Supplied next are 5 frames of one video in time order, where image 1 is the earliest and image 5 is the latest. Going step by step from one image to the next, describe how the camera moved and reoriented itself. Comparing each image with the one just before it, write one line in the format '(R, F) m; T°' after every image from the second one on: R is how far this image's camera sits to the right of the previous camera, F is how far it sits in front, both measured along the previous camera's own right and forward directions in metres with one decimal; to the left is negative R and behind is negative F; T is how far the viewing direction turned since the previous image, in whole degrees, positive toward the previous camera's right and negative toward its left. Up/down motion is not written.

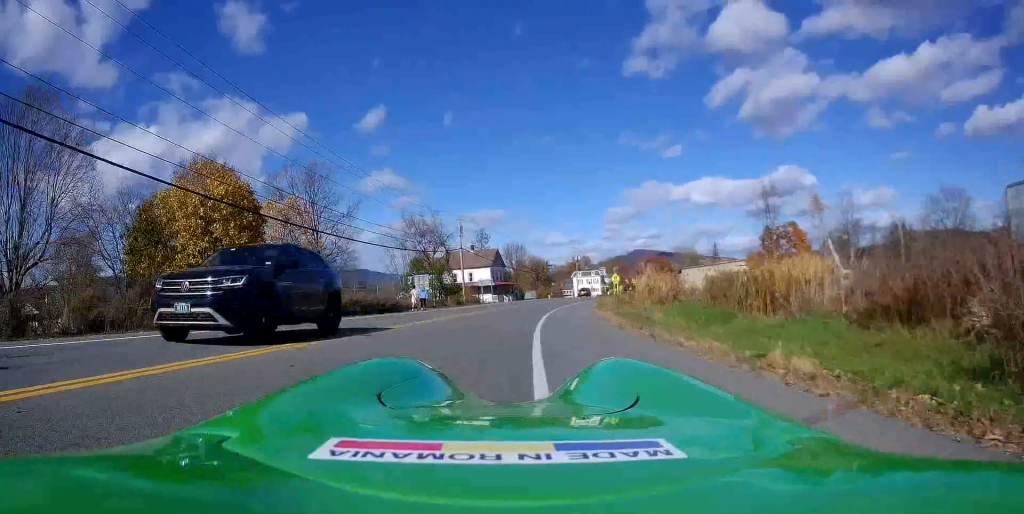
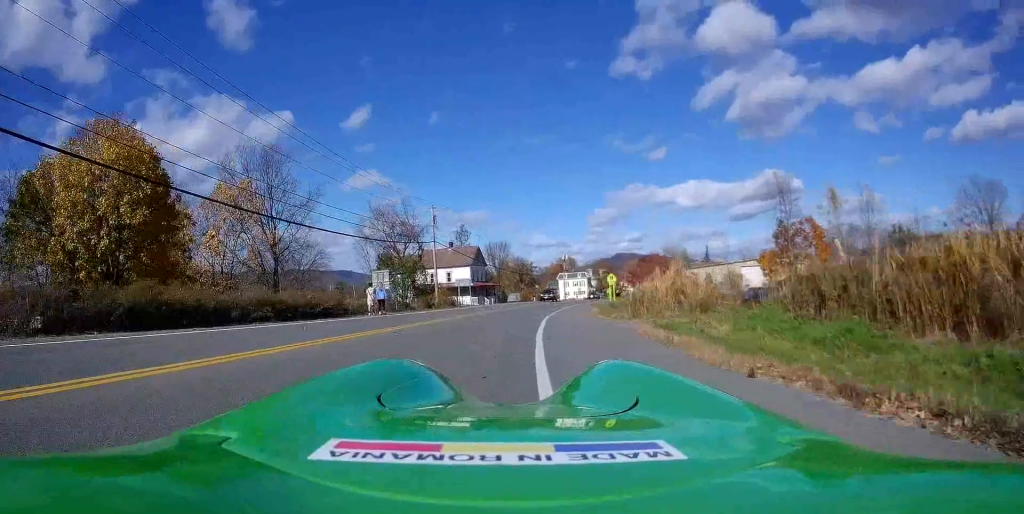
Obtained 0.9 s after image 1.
(-0.3, +8.8) m; 0°
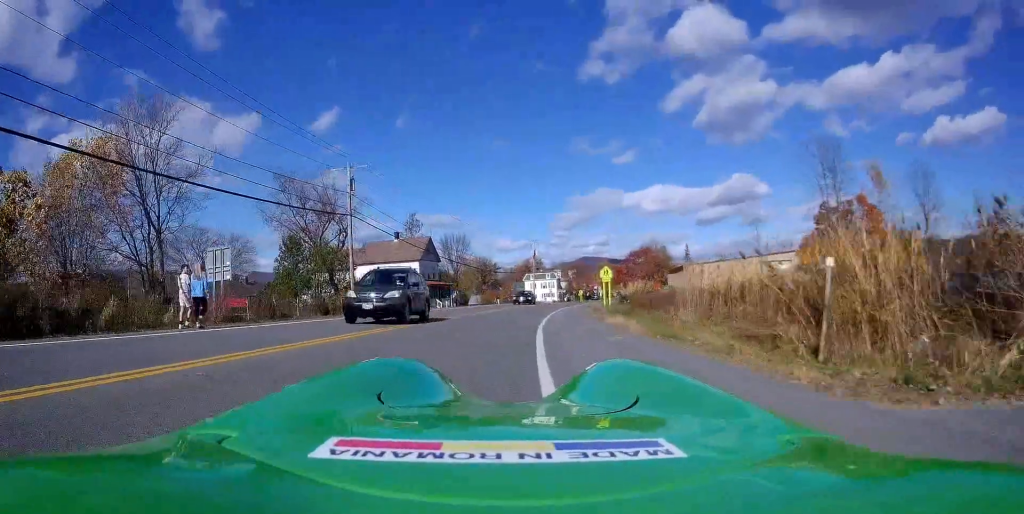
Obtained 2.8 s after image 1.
(+1.1, +17.8) m; +6°
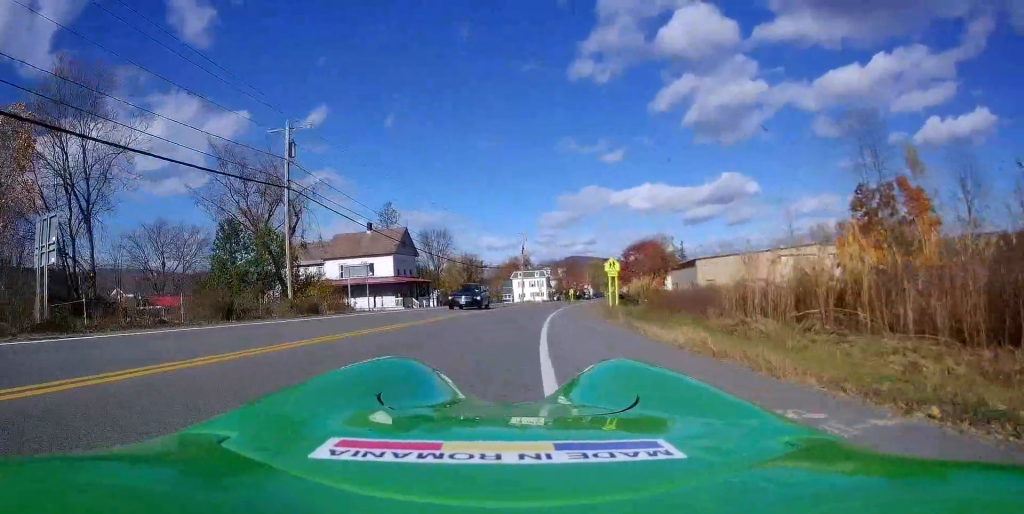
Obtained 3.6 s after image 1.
(0.0, +8.5) m; +1°
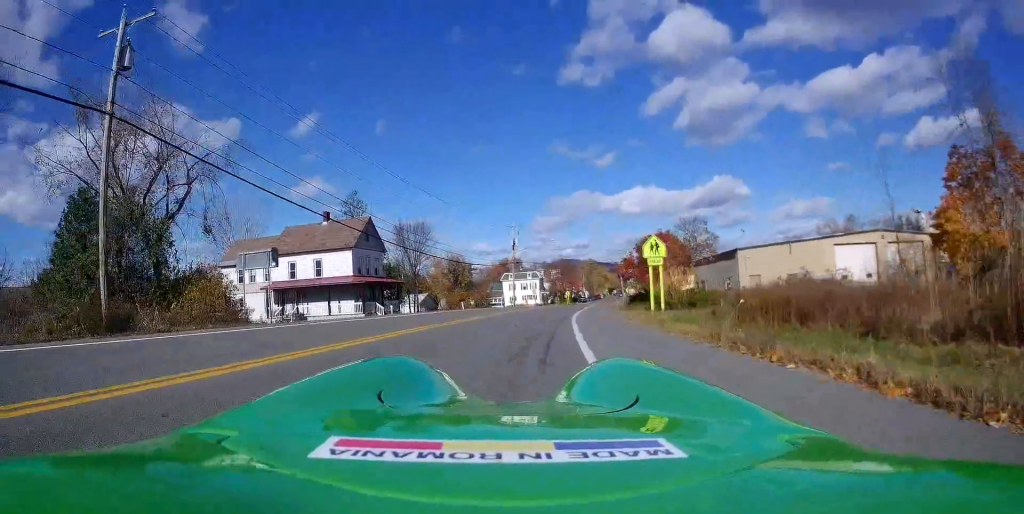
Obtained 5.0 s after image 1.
(+0.3, +13.4) m; +2°
